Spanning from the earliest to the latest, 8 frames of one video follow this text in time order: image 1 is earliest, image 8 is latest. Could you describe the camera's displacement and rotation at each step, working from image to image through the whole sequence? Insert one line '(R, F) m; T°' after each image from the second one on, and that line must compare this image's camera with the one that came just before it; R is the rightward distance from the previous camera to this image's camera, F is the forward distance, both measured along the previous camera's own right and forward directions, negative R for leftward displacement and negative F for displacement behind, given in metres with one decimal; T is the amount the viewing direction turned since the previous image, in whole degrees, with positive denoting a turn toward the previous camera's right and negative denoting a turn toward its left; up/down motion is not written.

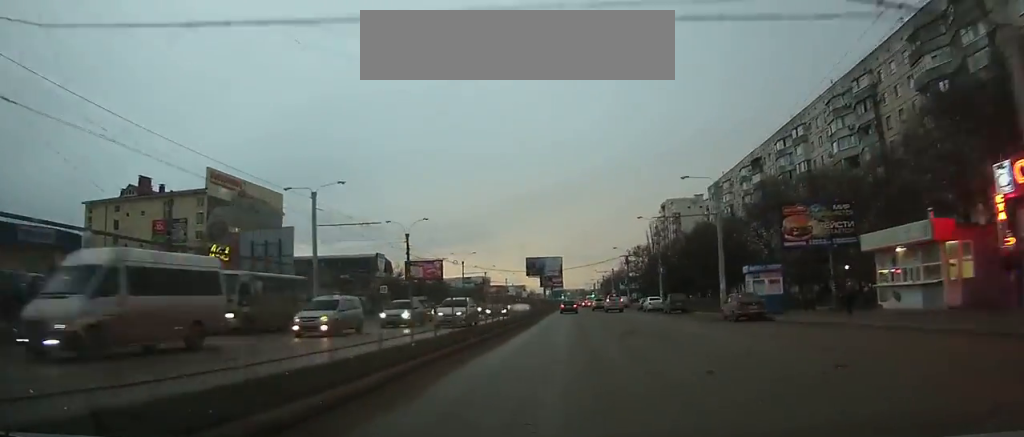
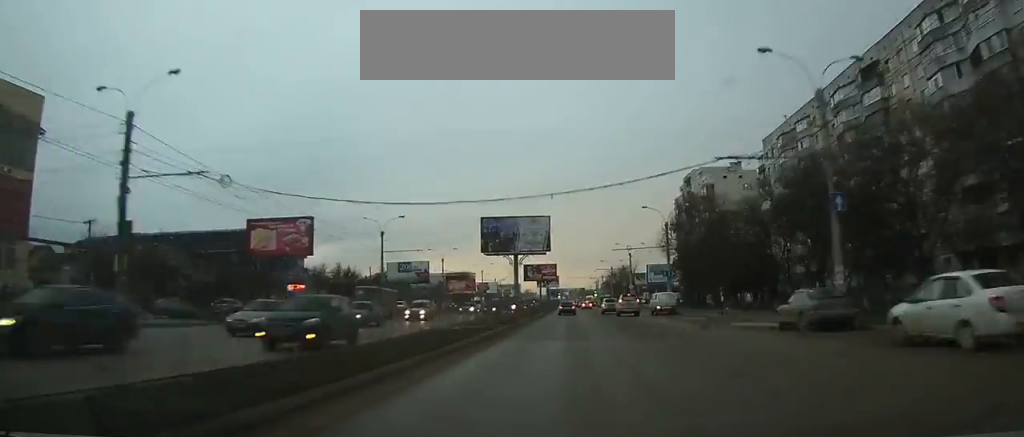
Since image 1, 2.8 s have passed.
(0.0, +47.8) m; 0°
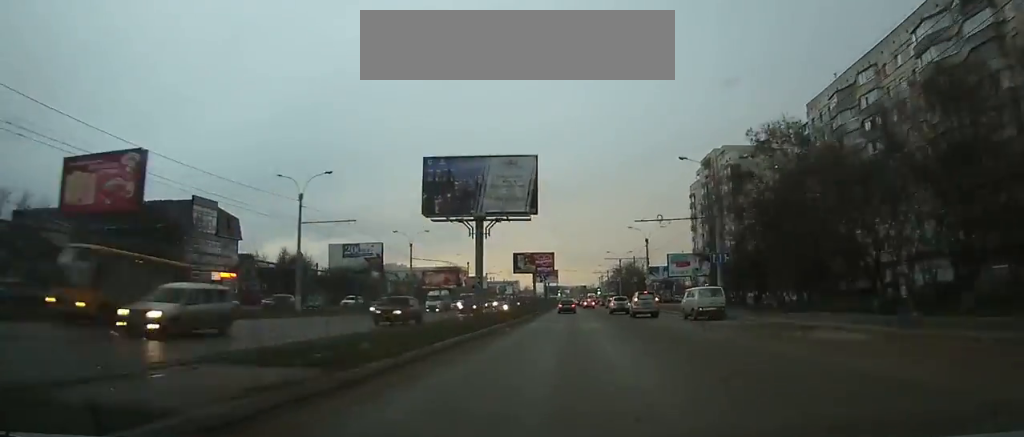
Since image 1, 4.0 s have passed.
(0.0, +20.7) m; 0°
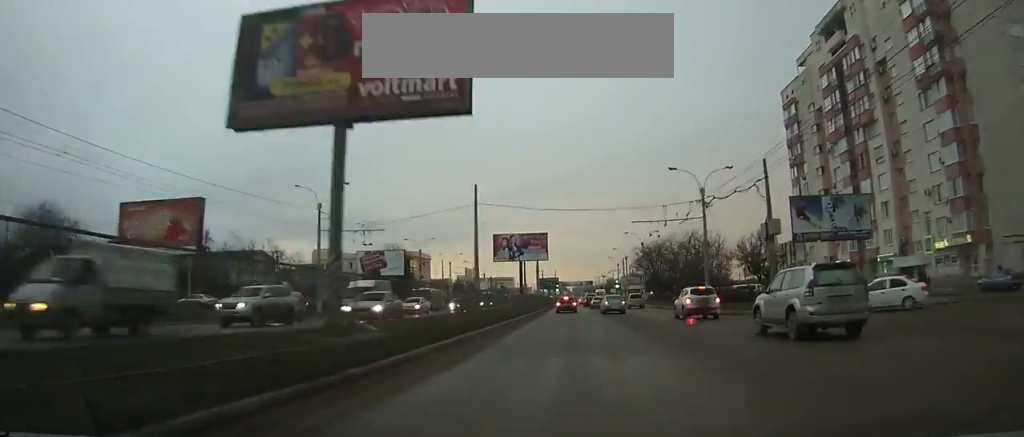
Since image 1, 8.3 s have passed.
(-0.3, +68.3) m; 0°
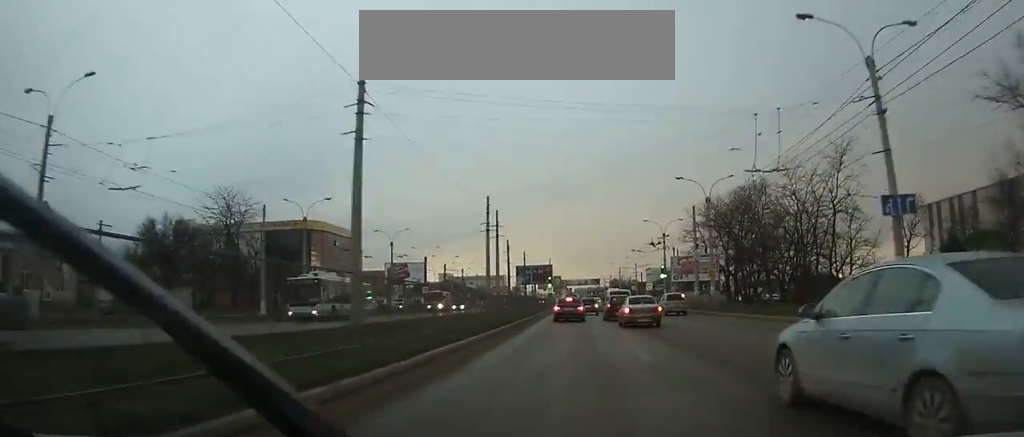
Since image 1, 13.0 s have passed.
(0.0, +58.9) m; 0°
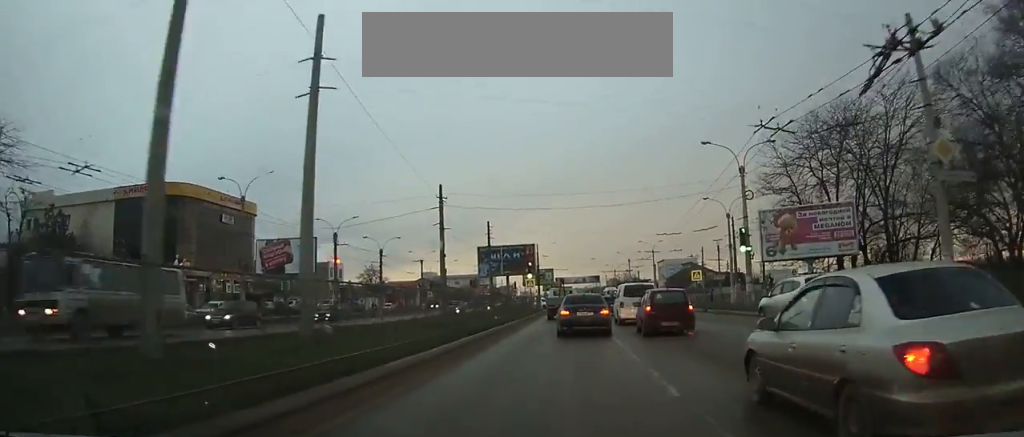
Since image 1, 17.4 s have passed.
(+0.1, +38.0) m; 0°
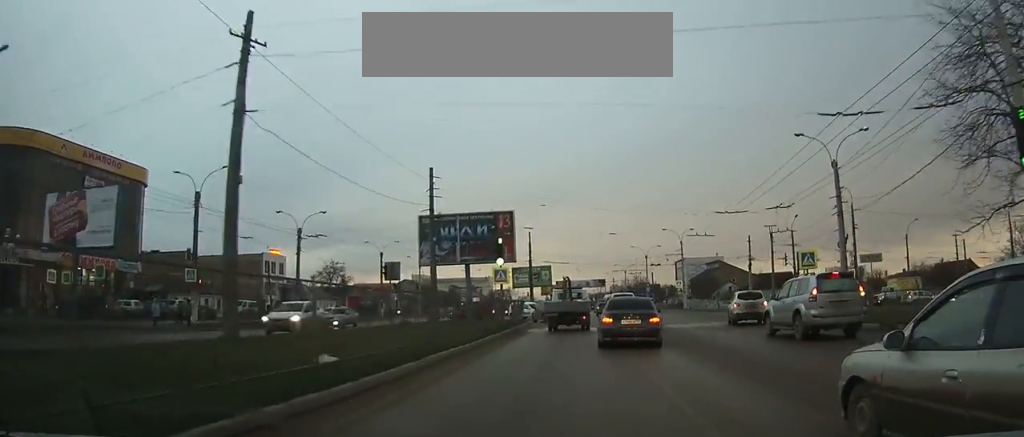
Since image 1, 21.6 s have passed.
(-0.2, +34.0) m; +1°
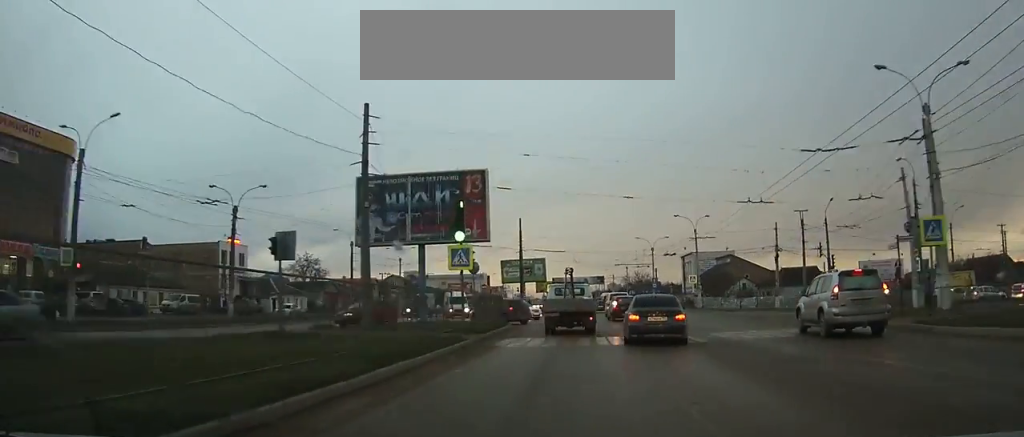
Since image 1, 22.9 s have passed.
(+0.1, +12.4) m; 0°
